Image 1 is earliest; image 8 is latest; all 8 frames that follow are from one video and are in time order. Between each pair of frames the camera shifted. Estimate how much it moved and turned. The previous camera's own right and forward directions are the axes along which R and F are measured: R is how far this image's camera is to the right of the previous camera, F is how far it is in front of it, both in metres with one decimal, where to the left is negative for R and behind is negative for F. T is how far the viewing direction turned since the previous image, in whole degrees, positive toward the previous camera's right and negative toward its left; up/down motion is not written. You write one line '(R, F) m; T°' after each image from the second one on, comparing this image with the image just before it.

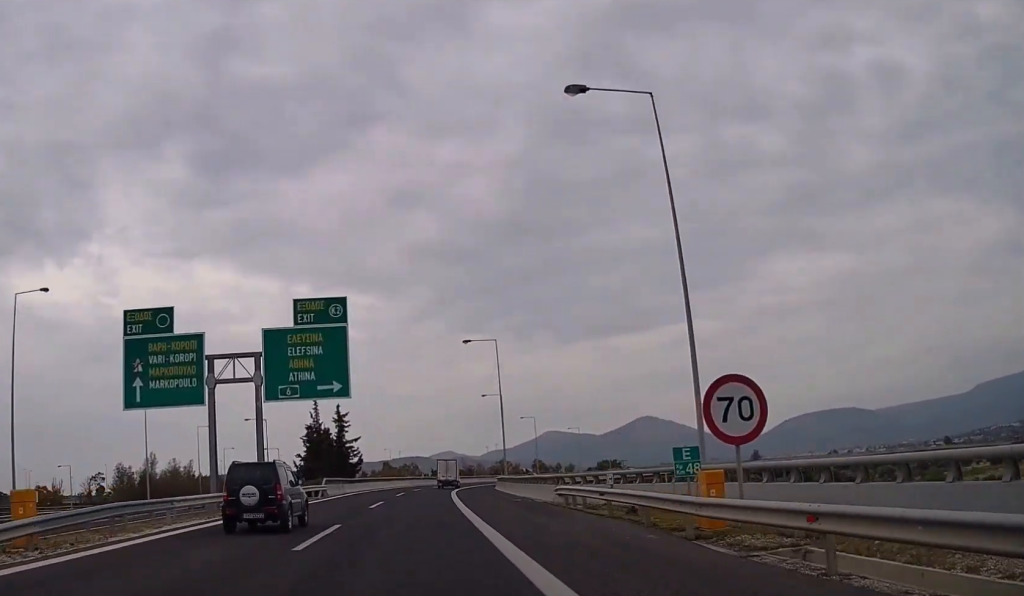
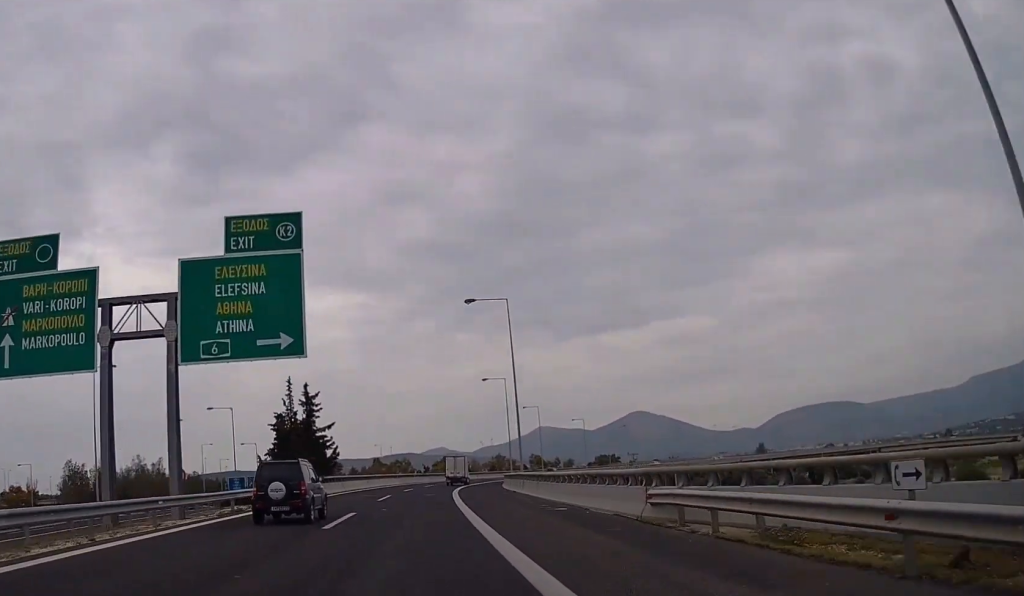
(-0.1, +13.0) m; 0°
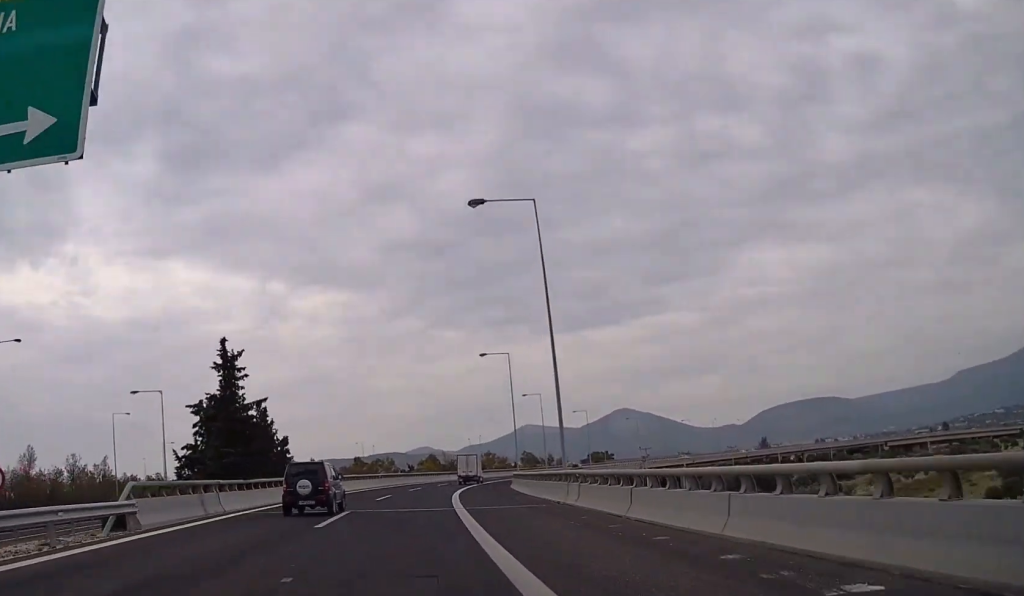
(+0.2, +17.9) m; +1°
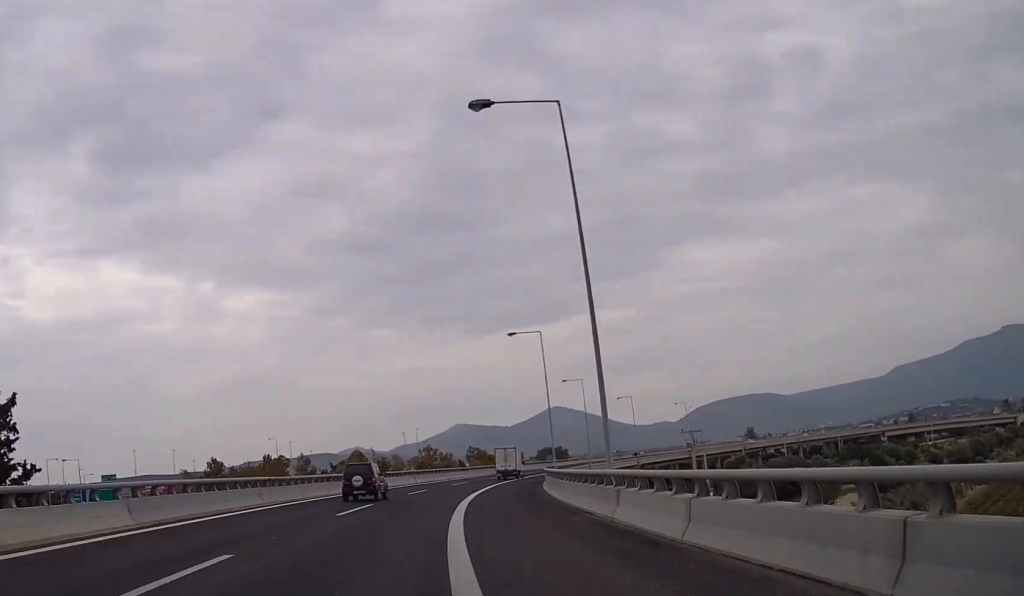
(+1.8, +48.9) m; +5°
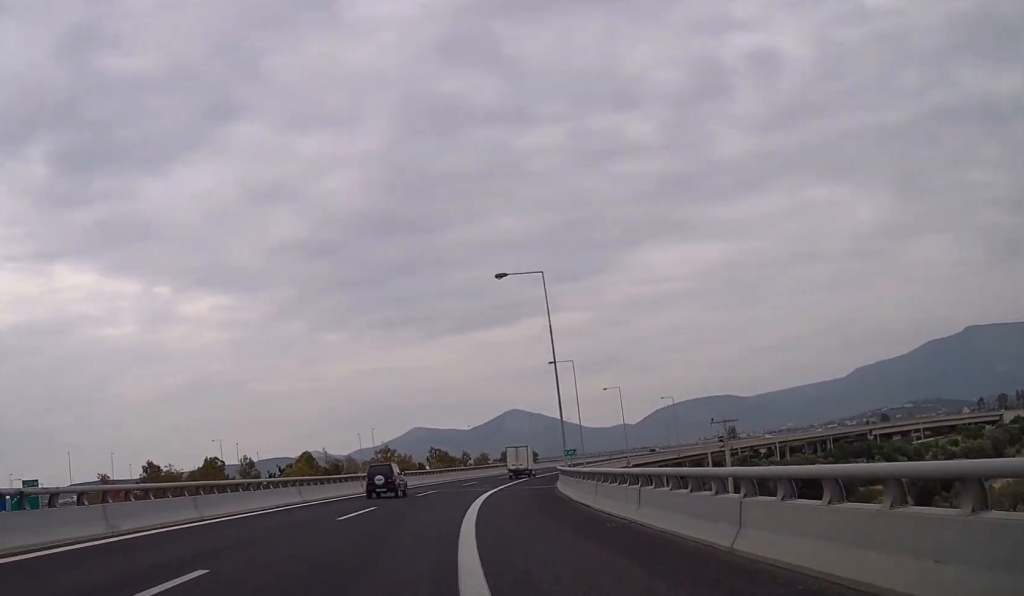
(+0.4, +19.4) m; +3°
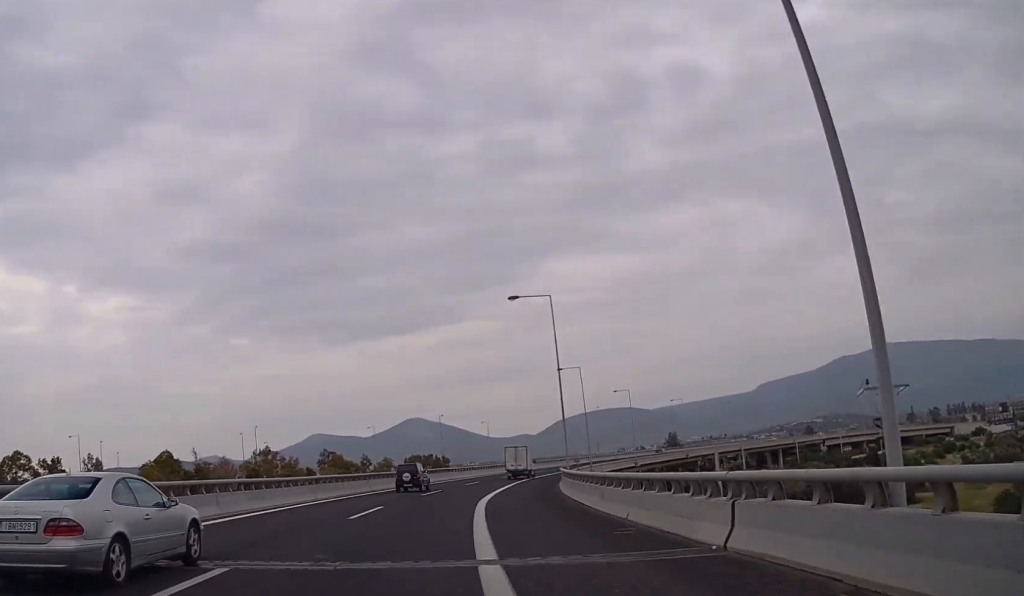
(+1.7, +35.0) m; +7°
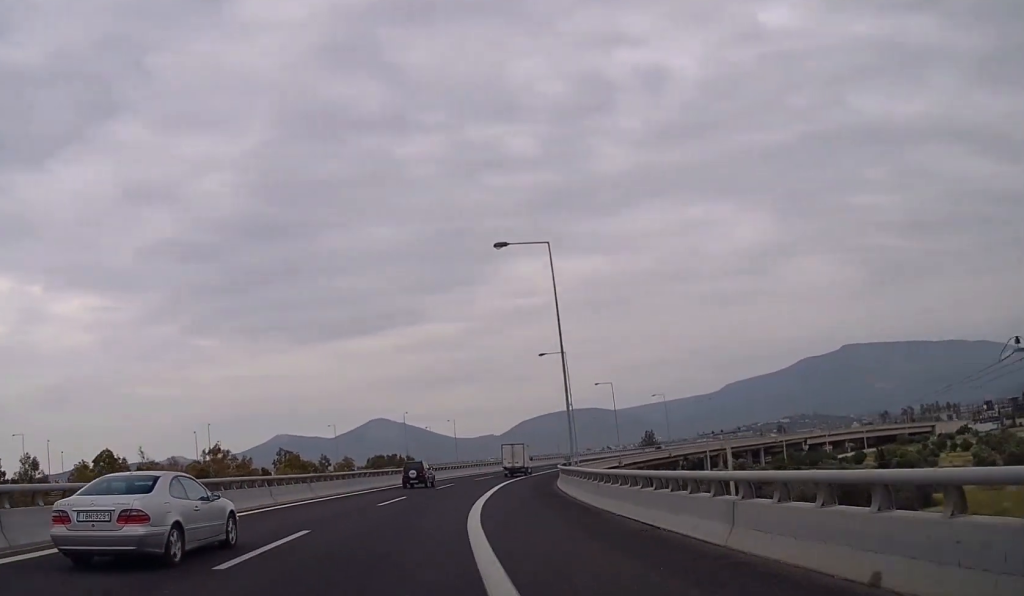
(+0.1, +11.1) m; +2°
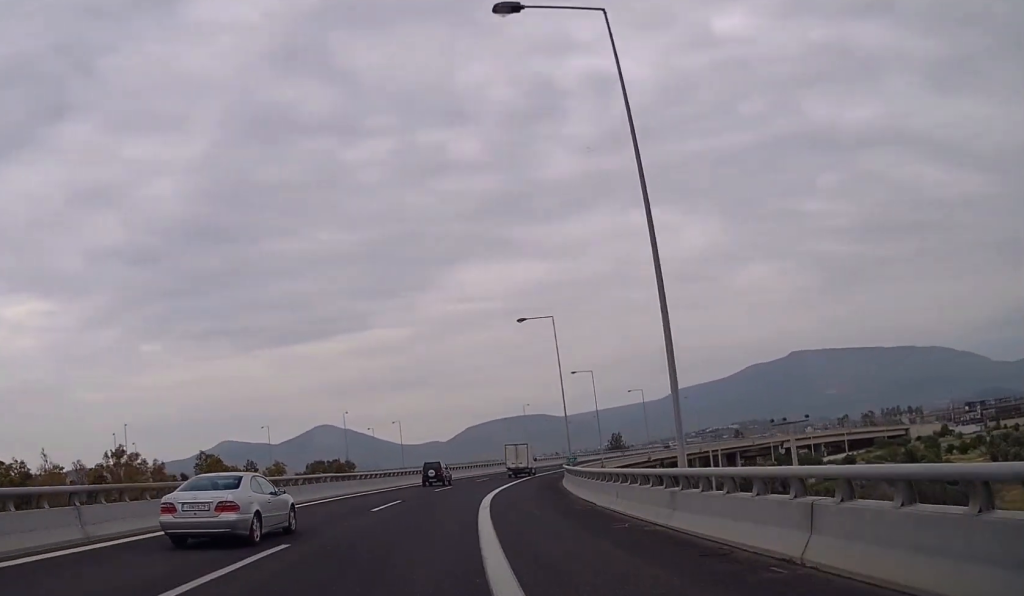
(+0.7, +20.5) m; +4°
